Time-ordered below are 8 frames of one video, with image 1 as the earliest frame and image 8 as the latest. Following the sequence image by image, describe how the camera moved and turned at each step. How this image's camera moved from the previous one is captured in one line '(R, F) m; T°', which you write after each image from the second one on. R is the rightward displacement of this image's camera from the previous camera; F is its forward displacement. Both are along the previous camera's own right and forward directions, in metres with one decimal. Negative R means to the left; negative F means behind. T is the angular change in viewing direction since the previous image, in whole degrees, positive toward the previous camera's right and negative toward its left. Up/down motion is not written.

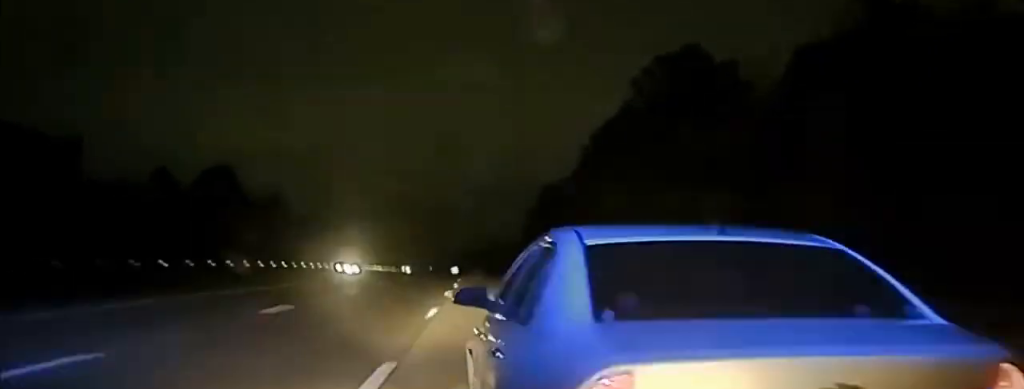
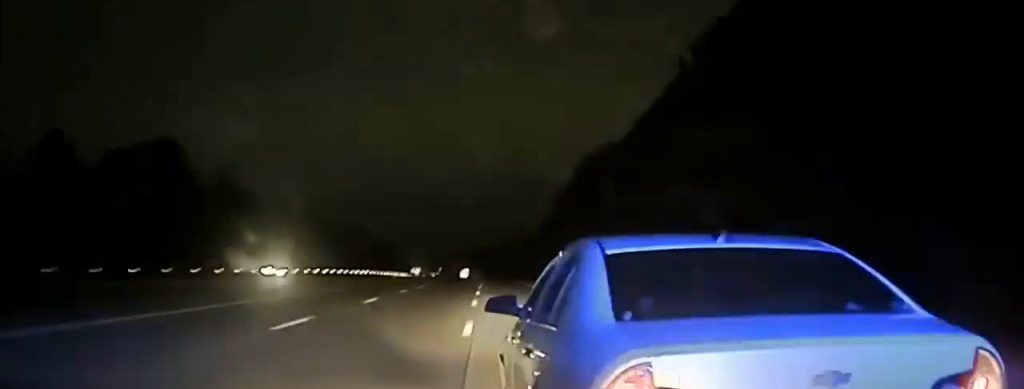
(-0.2, +44.8) m; 0°
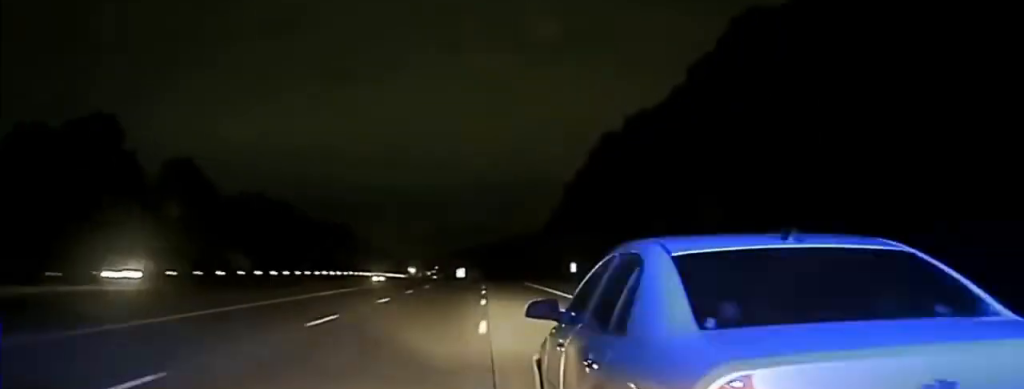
(-0.1, +25.7) m; 0°
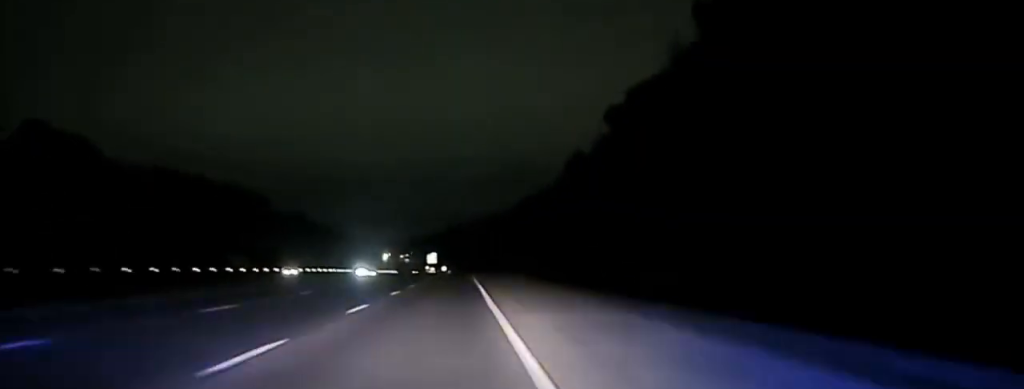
(+2.5, +107.2) m; +2°
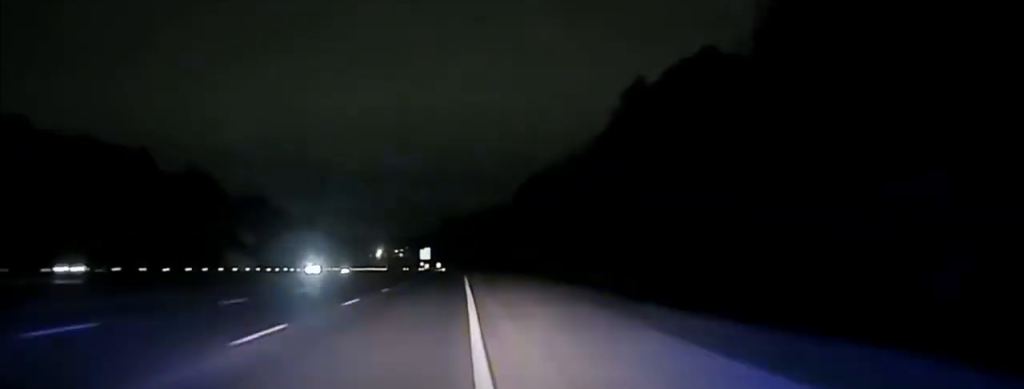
(-0.2, +42.1) m; -1°
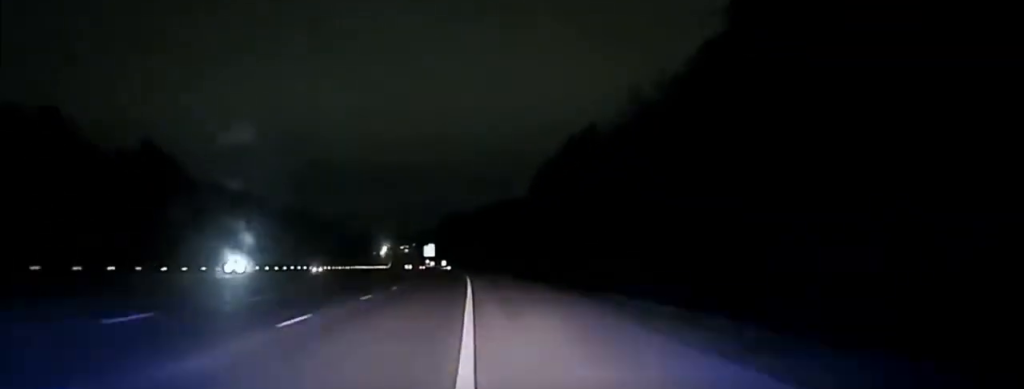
(-0.2, +31.8) m; -1°
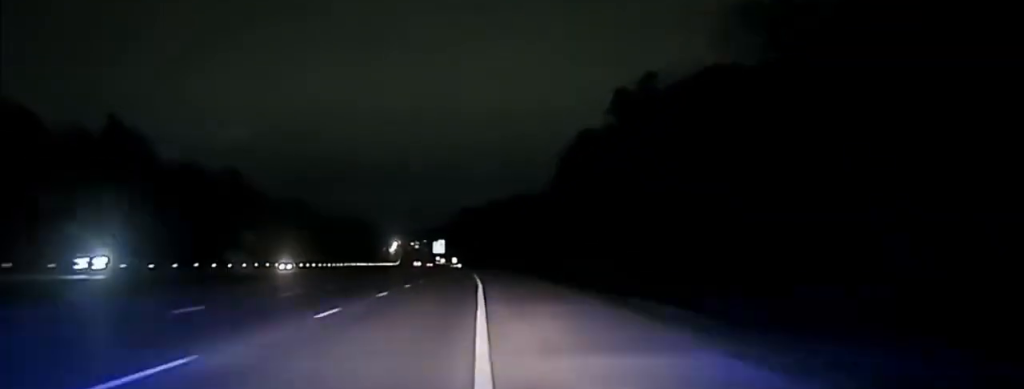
(-0.1, +22.8) m; 0°
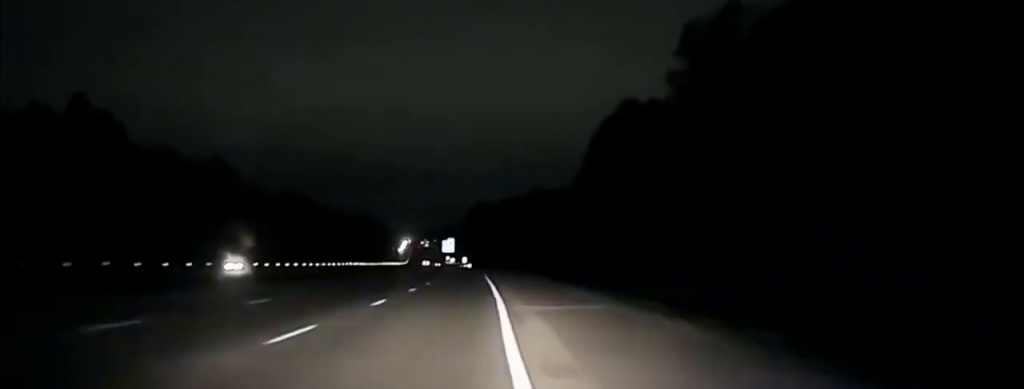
(0.0, +18.5) m; 0°
